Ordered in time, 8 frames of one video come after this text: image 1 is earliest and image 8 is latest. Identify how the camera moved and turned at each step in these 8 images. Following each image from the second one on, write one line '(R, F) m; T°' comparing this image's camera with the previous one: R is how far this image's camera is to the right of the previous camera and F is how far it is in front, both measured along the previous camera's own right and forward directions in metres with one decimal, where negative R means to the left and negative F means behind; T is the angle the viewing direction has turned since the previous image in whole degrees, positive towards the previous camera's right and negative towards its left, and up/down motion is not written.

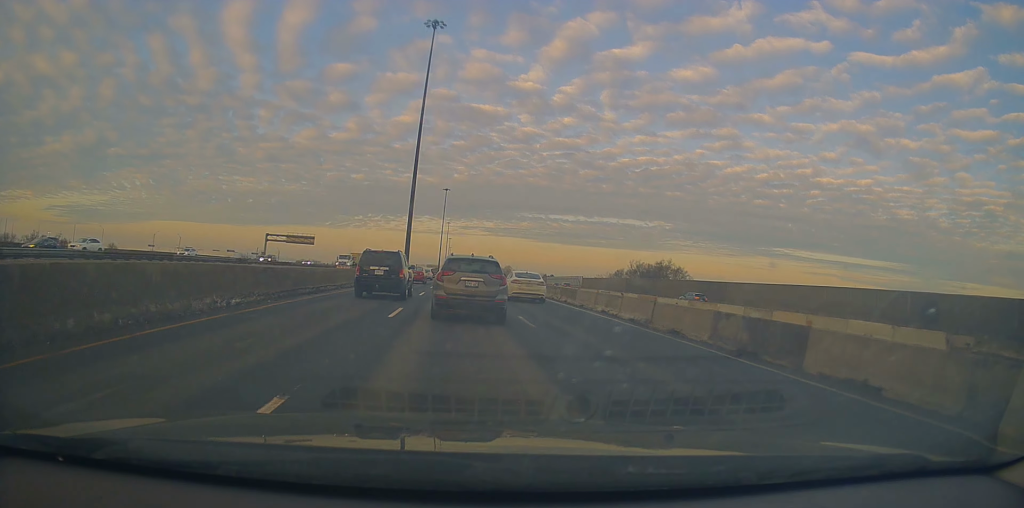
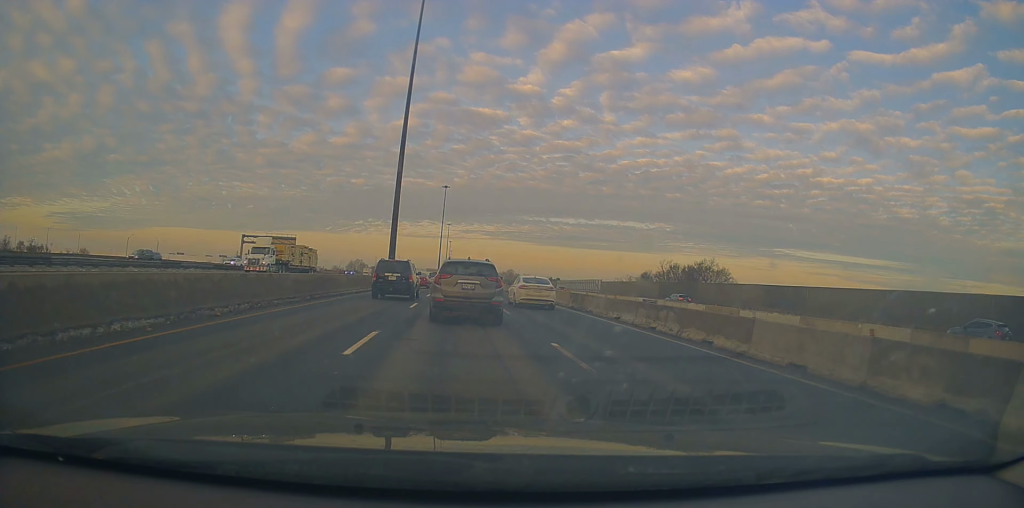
(+0.2, +17.9) m; 0°
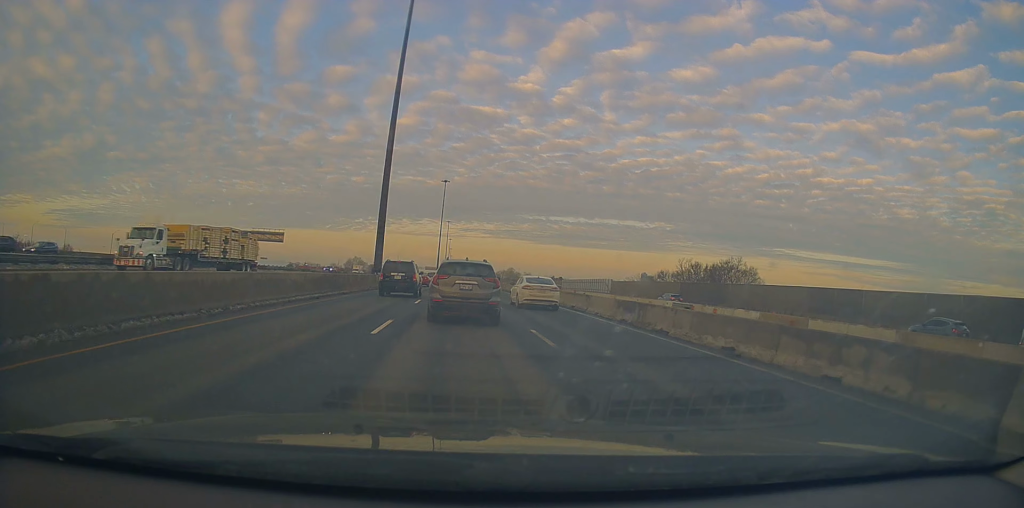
(+0.2, +9.2) m; 0°
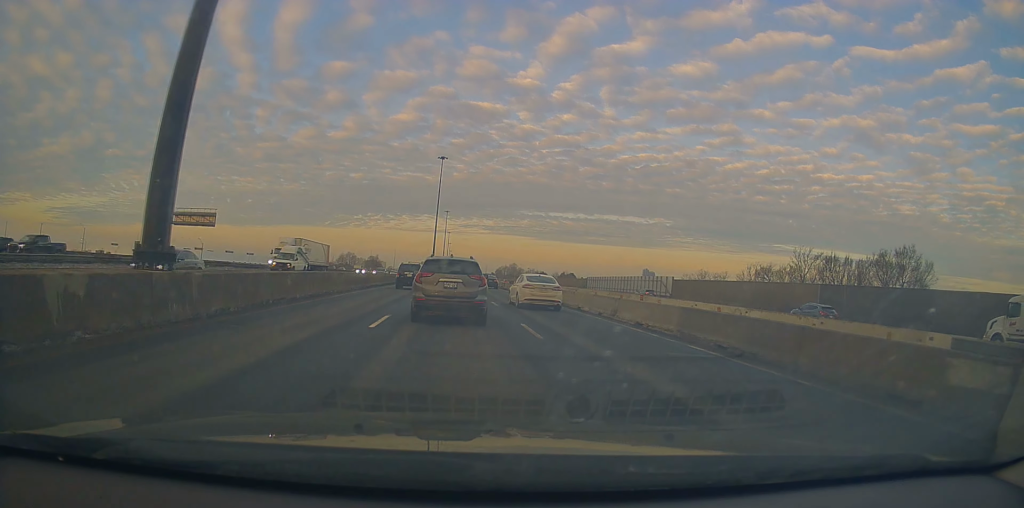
(+0.2, +34.9) m; 0°
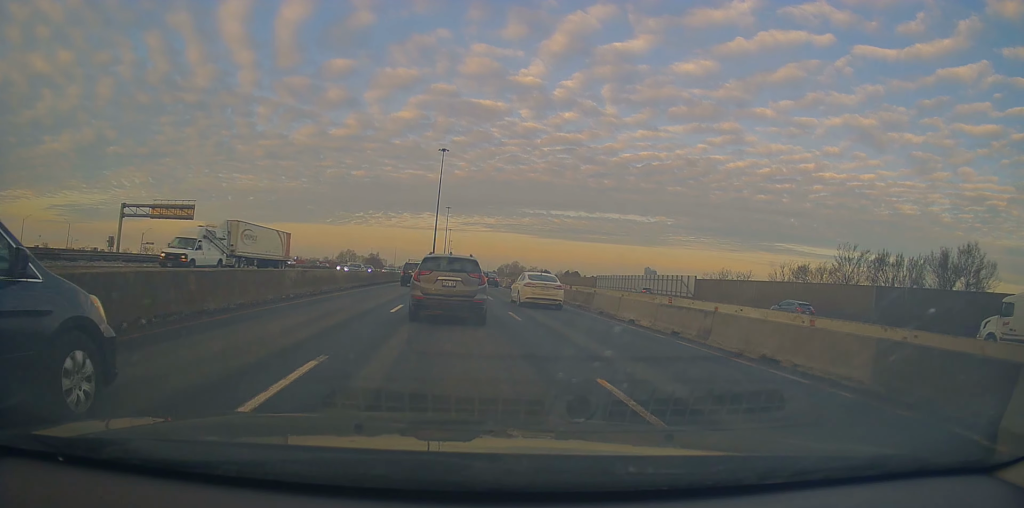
(-0.2, +8.1) m; -1°
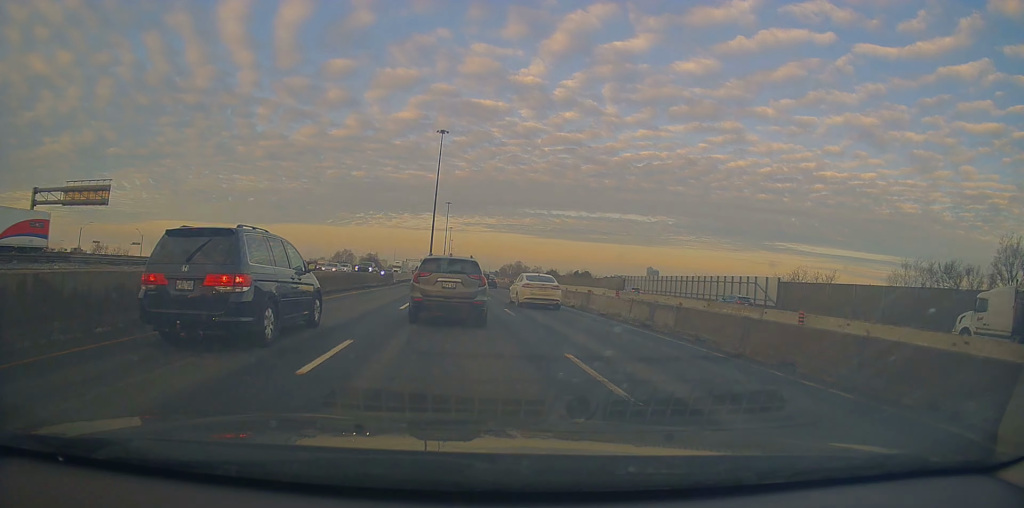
(-0.5, +22.3) m; -1°
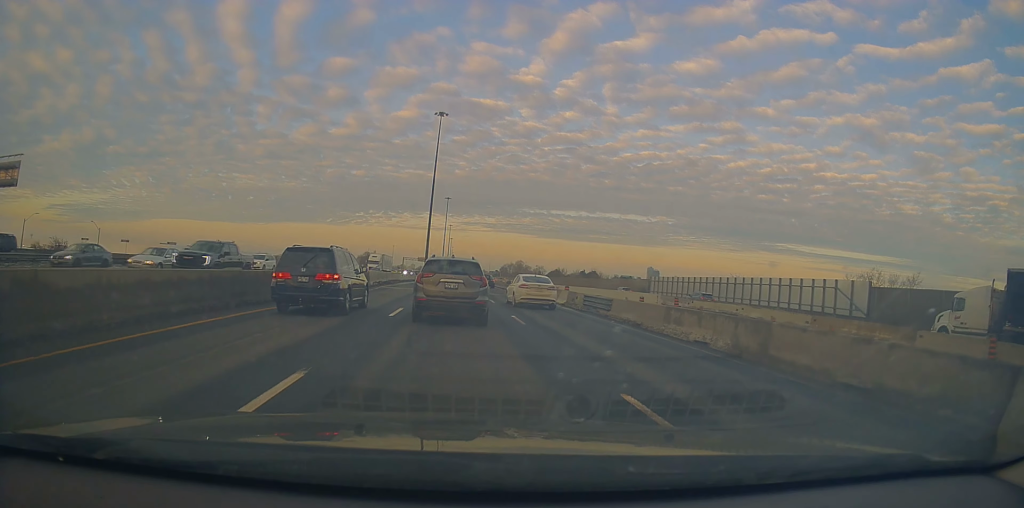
(+0.2, +15.6) m; +1°
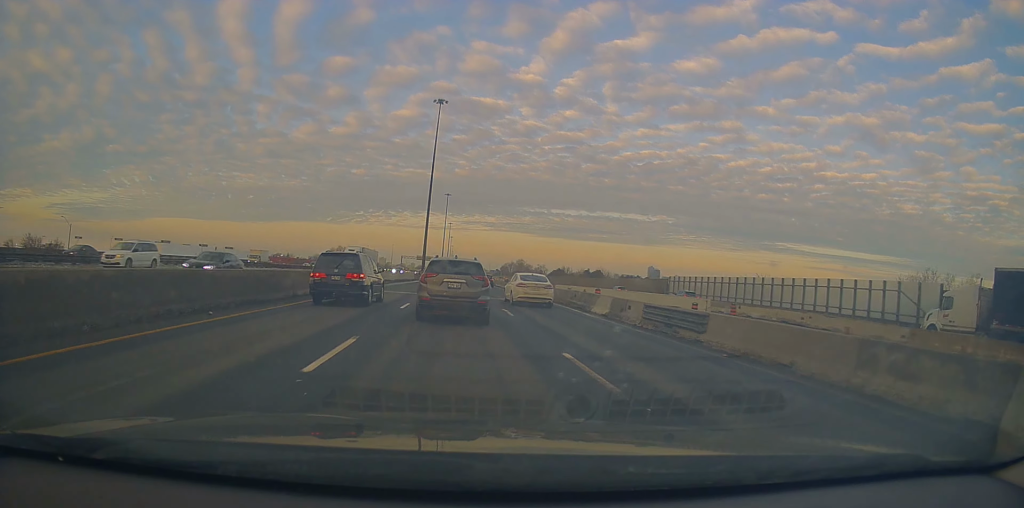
(+0.1, +8.8) m; +1°
